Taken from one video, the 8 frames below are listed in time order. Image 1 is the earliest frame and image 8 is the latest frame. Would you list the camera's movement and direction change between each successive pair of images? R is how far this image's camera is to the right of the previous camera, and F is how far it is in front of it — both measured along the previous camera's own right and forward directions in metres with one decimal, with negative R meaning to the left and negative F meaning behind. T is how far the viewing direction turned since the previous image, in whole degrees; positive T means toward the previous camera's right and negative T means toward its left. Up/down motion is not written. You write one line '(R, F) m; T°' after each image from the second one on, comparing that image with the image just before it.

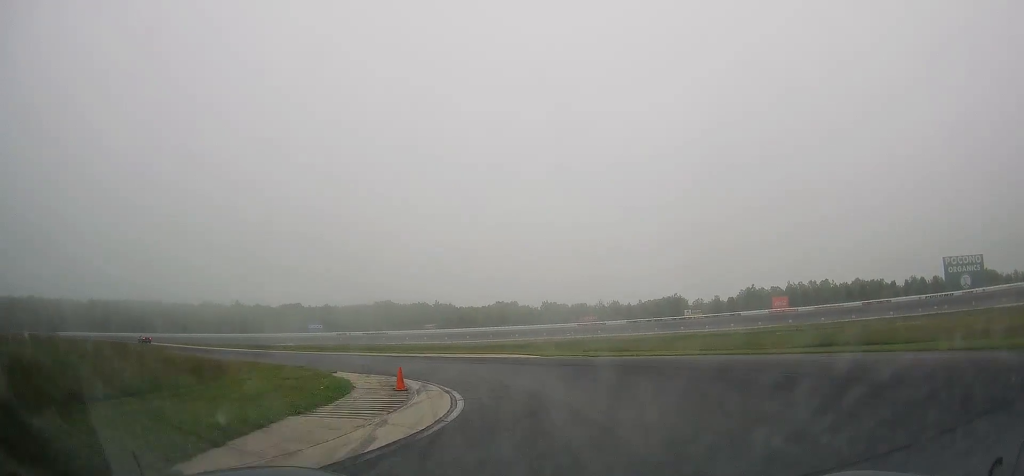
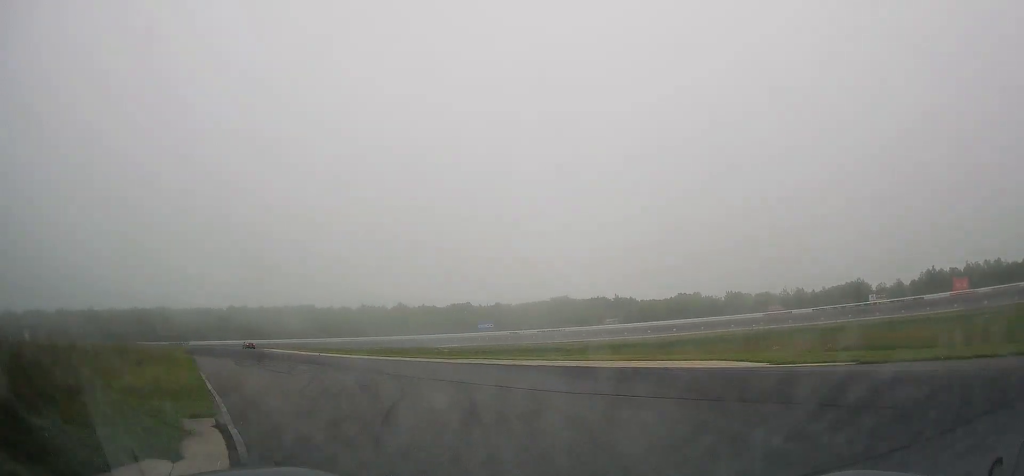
(-0.5, +14.0) m; -13°
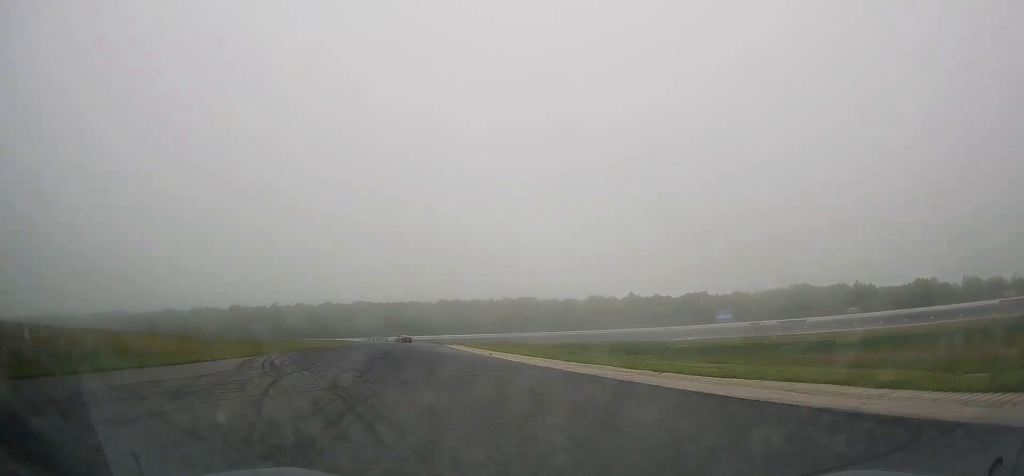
(-5.3, +19.6) m; -26°
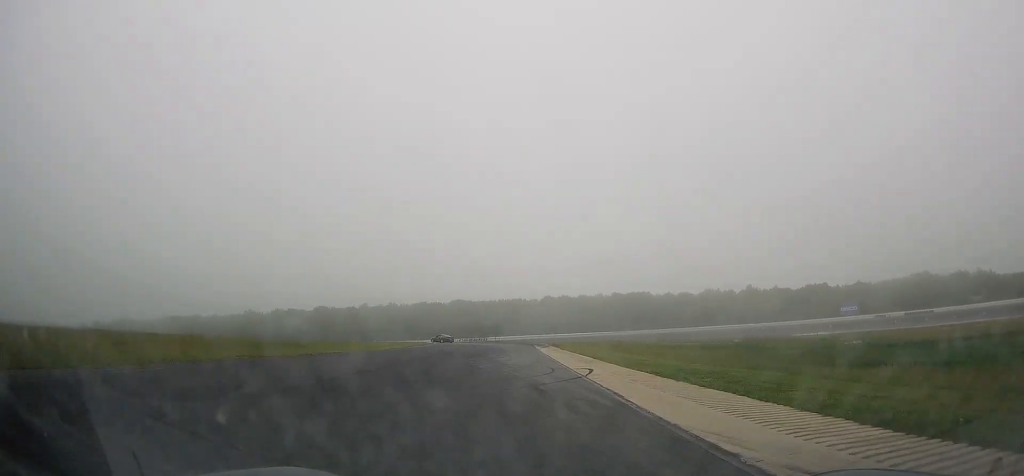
(-3.5, +20.6) m; -13°
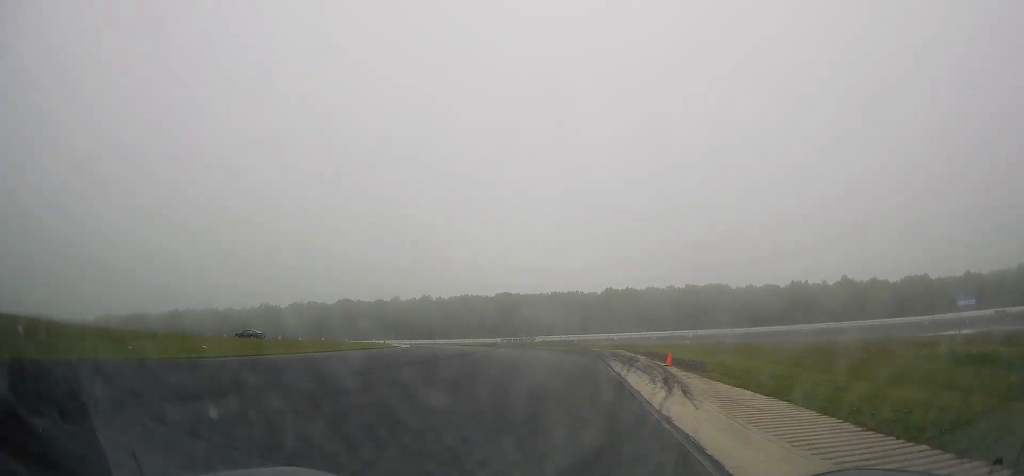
(-3.9, +43.6) m; -8°
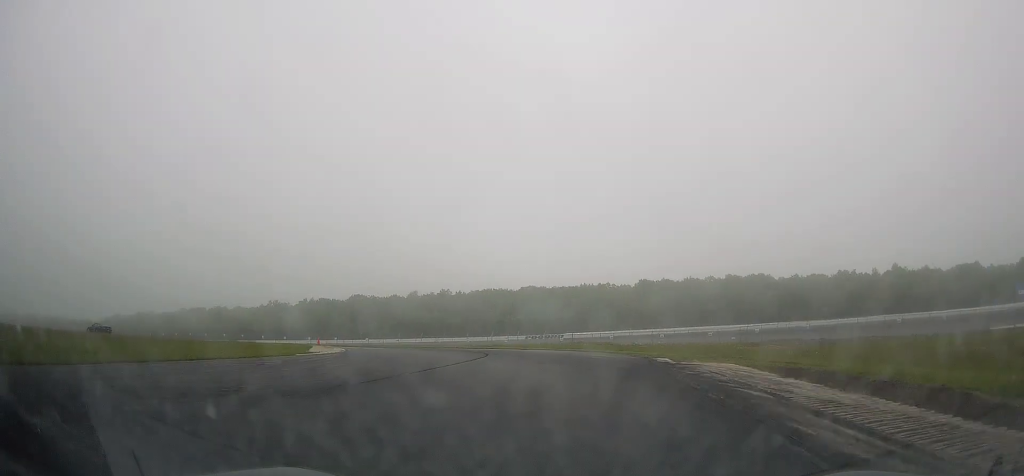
(0.0, +19.4) m; -6°
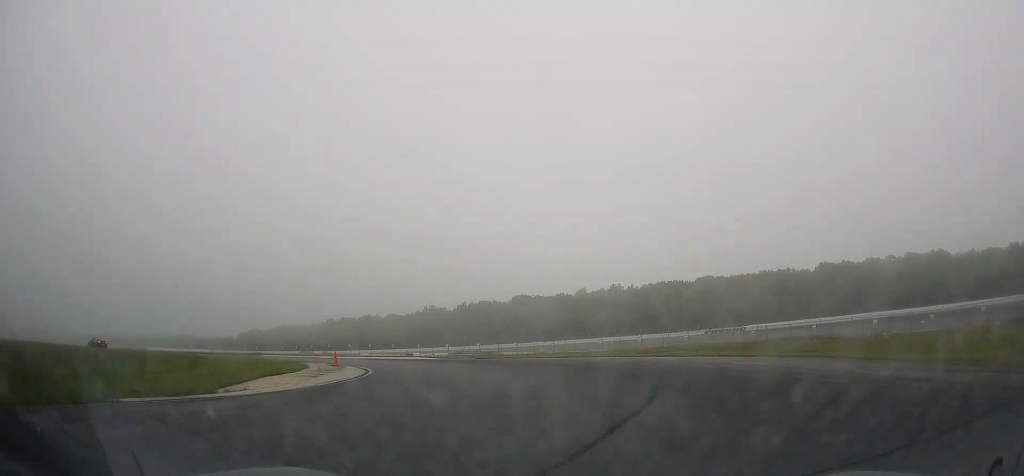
(-2.3, +16.4) m; -19°
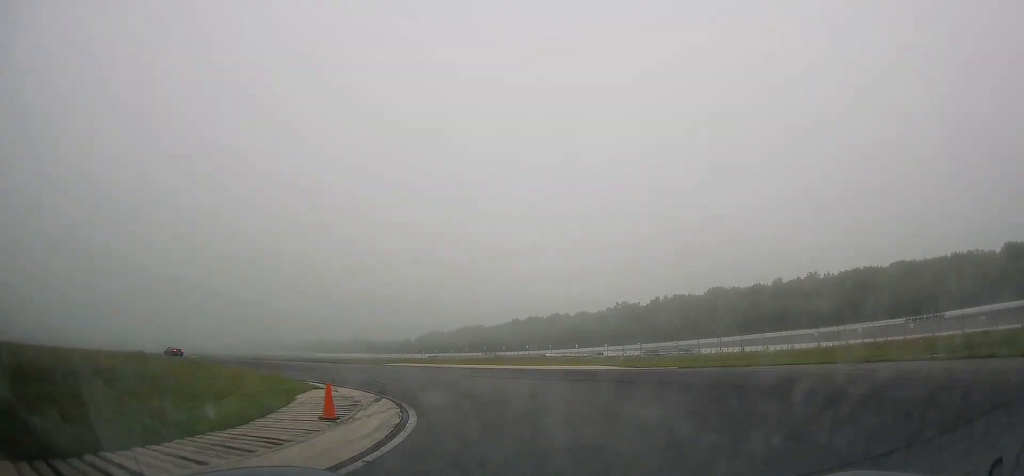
(-2.5, +11.5) m; -19°
